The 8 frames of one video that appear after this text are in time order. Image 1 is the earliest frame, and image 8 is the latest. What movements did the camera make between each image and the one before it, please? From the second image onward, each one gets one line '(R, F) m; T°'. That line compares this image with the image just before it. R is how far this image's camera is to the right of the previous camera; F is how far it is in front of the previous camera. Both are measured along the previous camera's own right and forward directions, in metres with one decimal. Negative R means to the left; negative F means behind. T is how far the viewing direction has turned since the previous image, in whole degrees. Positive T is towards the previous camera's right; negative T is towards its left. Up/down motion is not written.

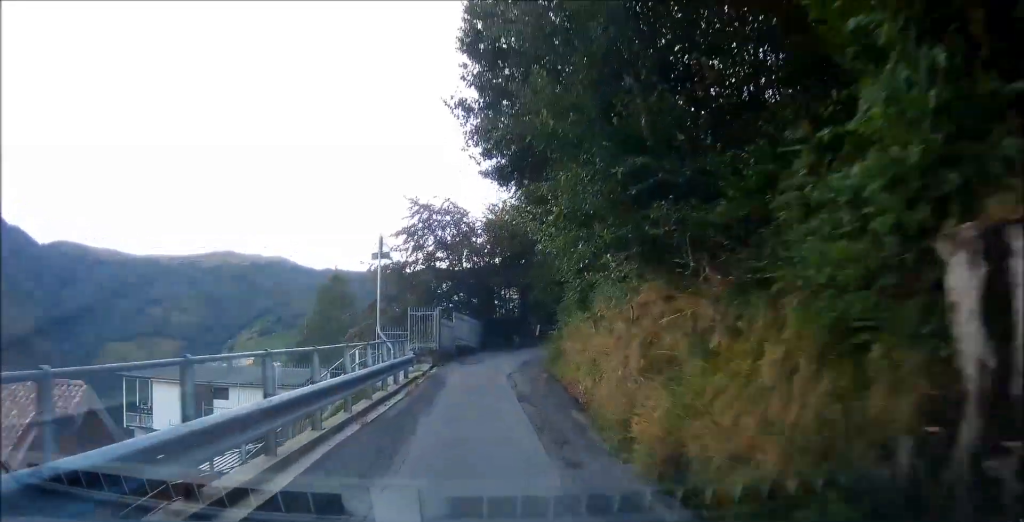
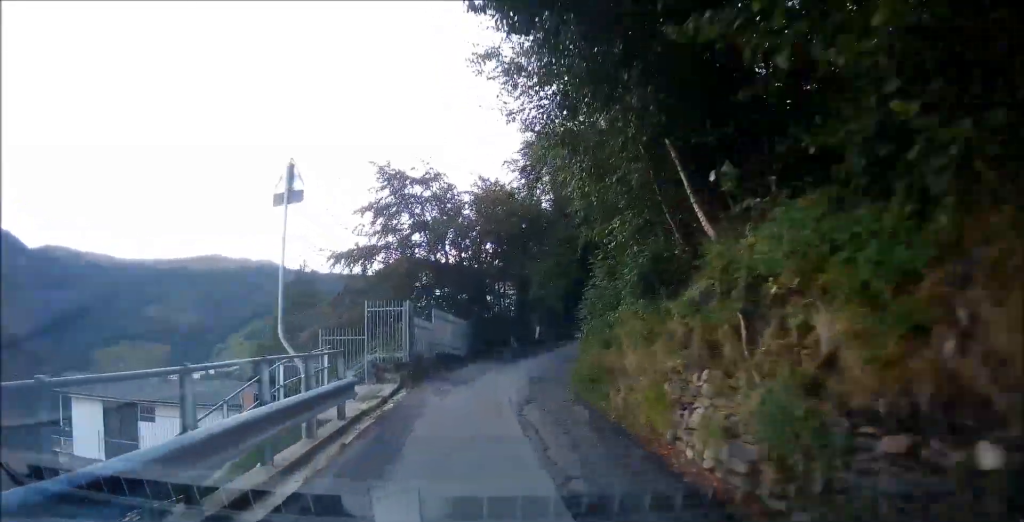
(0.0, +7.8) m; 0°
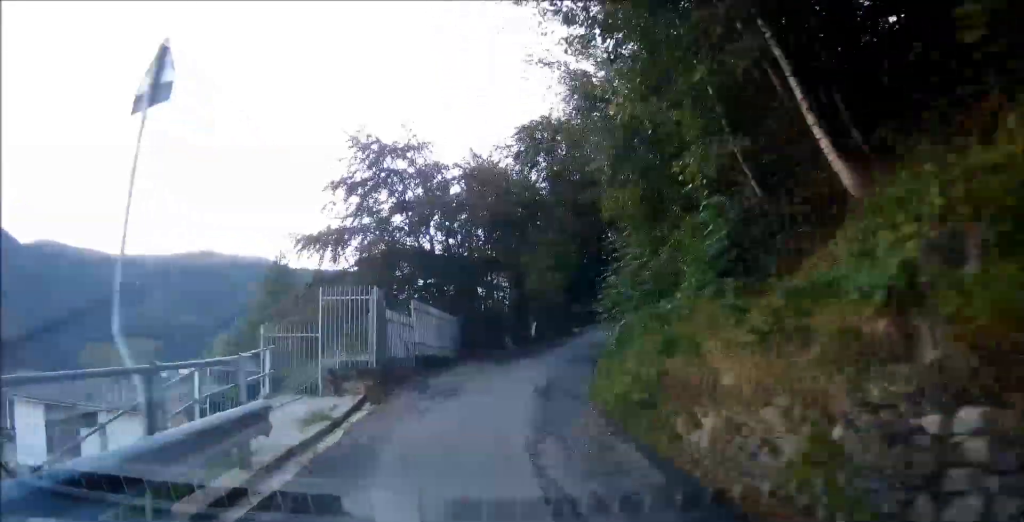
(0.0, +4.2) m; +2°
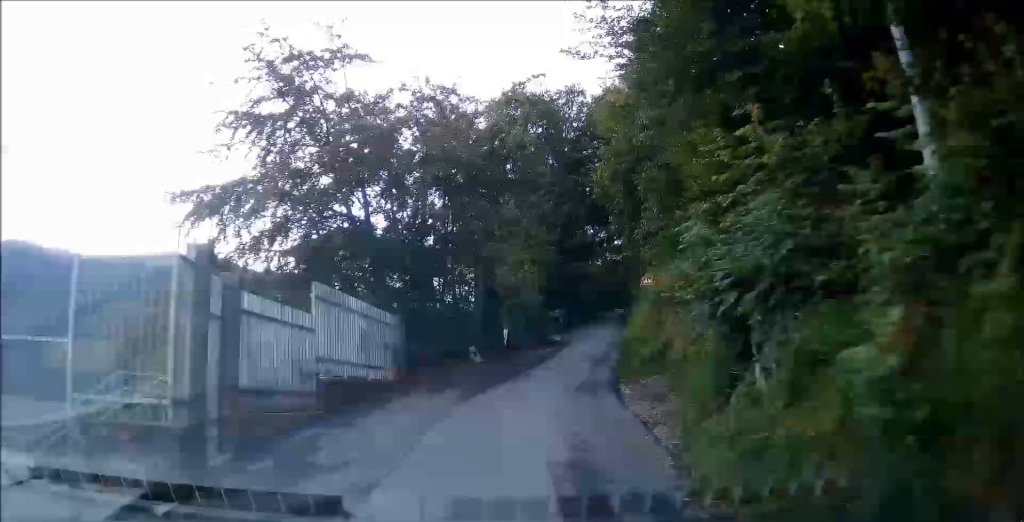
(+0.3, +7.8) m; +5°
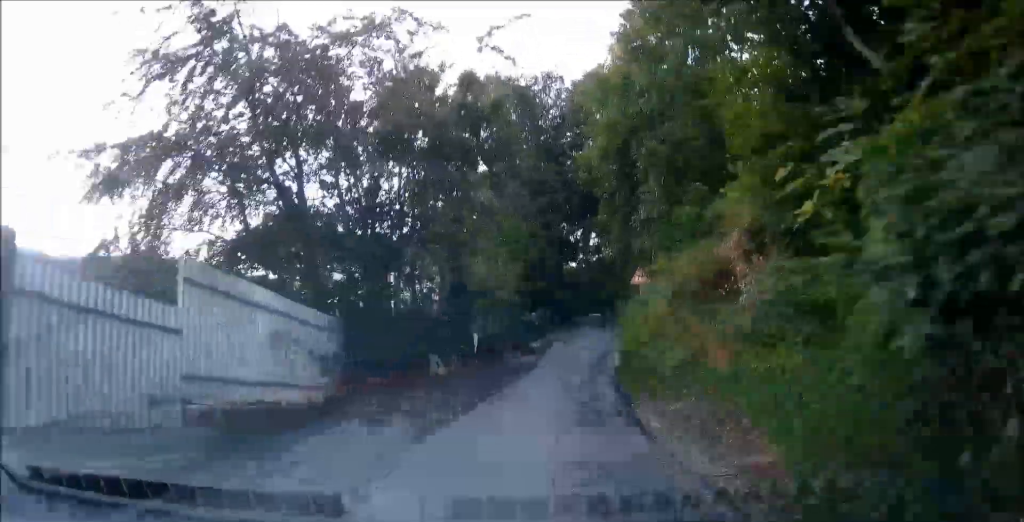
(+0.1, +3.9) m; +3°
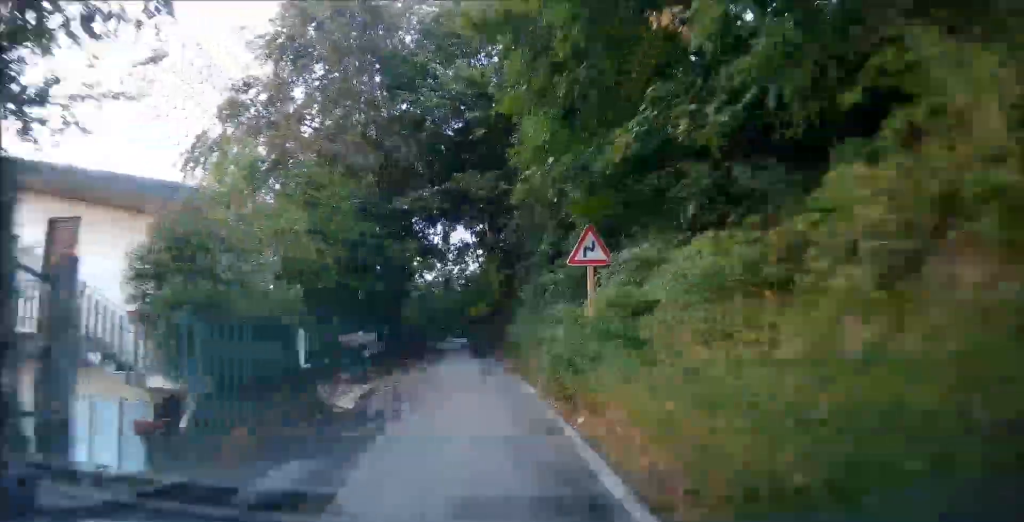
(+0.9, +14.7) m; +7°
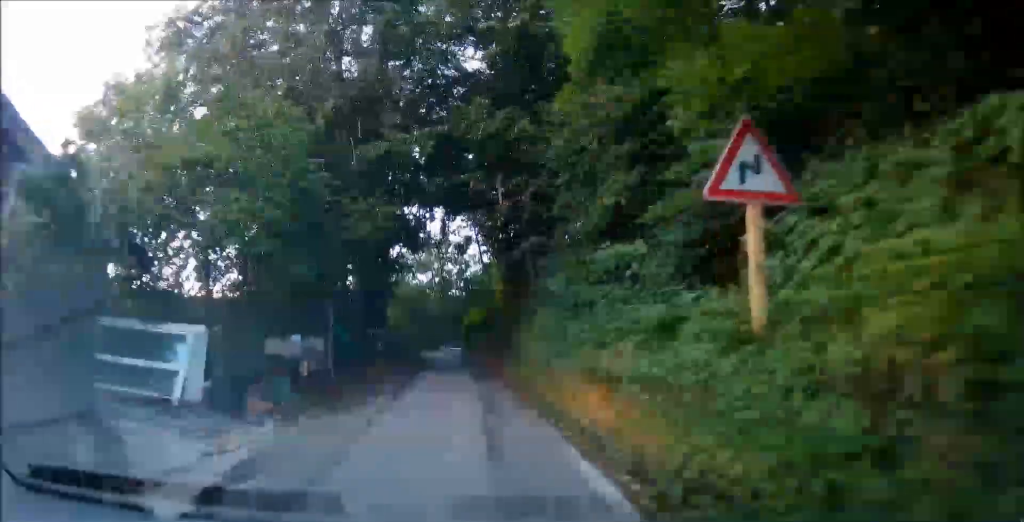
(+0.2, +6.3) m; +2°
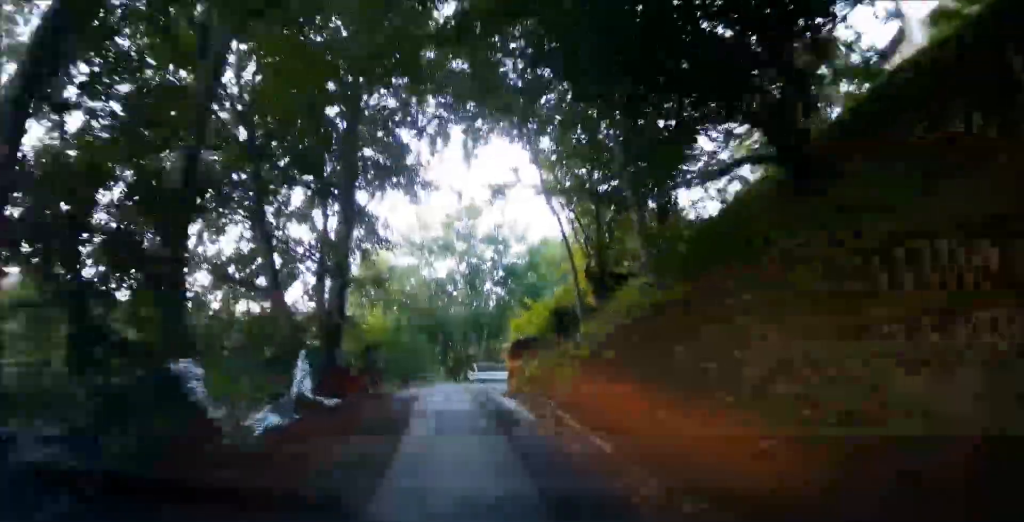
(+0.3, +16.9) m; -2°
